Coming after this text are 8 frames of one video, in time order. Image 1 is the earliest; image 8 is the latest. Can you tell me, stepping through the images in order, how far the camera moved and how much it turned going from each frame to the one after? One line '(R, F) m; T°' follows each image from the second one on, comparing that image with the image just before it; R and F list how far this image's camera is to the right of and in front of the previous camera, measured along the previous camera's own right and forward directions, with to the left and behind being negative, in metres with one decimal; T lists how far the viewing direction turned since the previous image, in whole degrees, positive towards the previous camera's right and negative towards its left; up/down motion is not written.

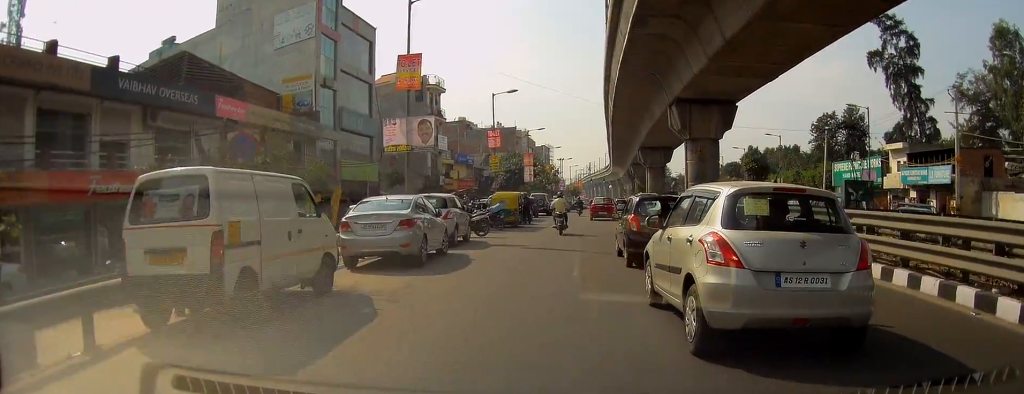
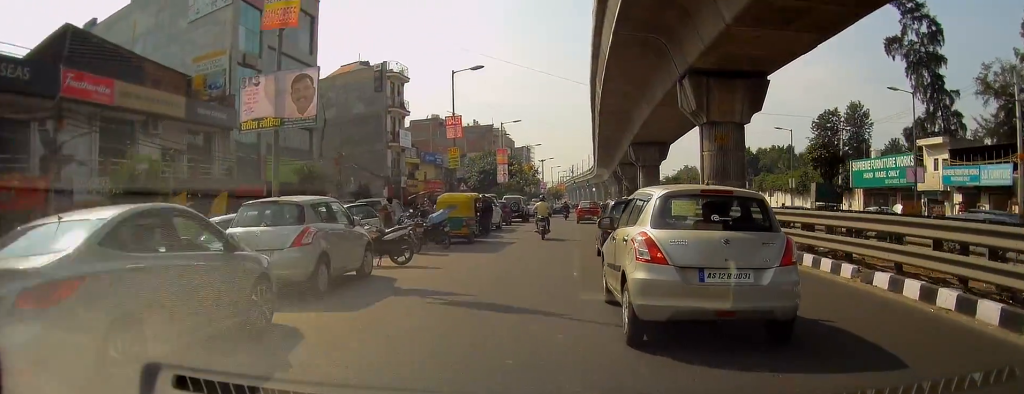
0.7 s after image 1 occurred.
(+0.2, +9.0) m; +2°
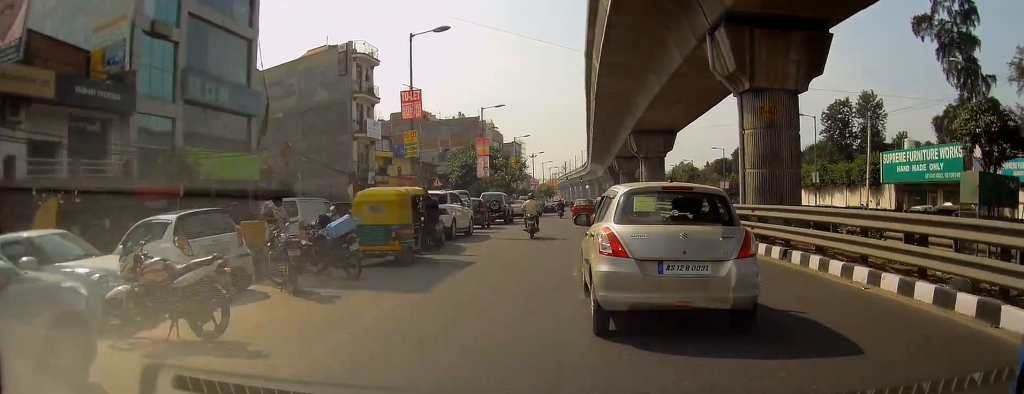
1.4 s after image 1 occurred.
(+0.1, +7.6) m; +2°
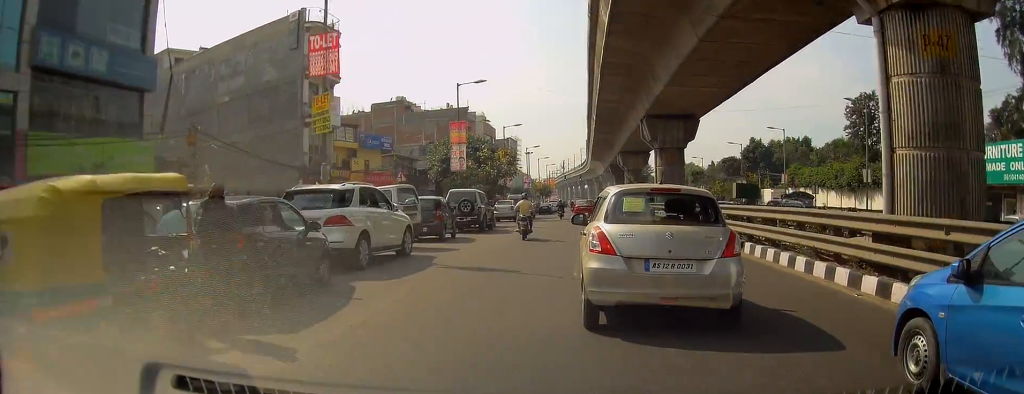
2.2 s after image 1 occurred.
(+0.1, +9.4) m; +2°
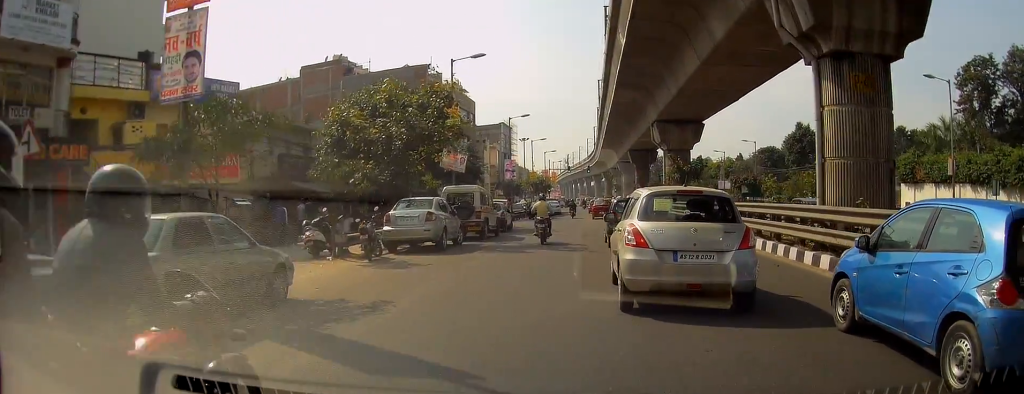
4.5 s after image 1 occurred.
(+0.3, +25.9) m; 0°
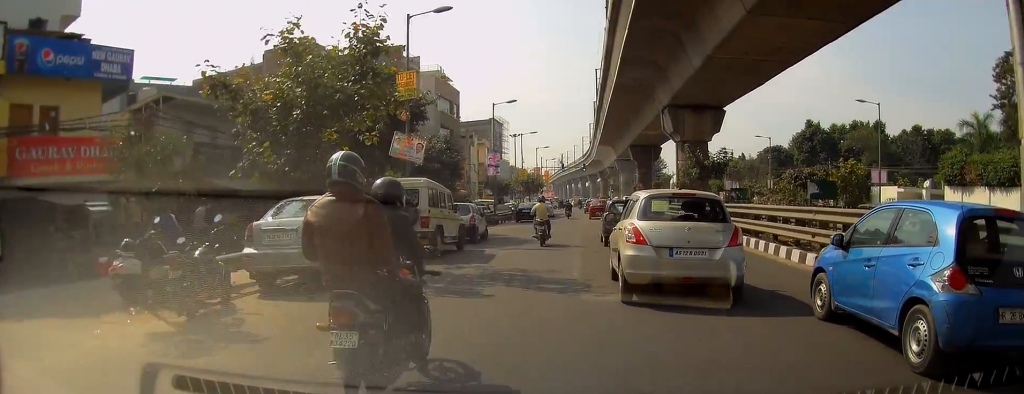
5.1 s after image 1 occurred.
(-0.1, +7.3) m; 0°
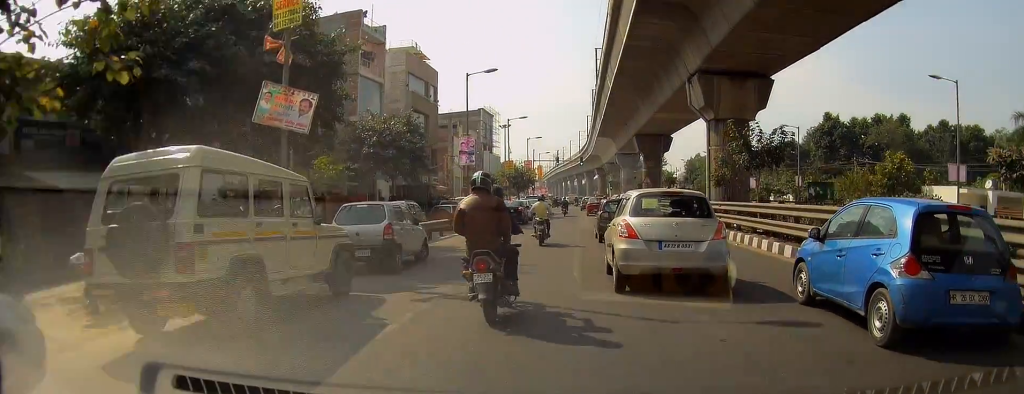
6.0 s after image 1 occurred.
(+0.1, +9.2) m; +1°
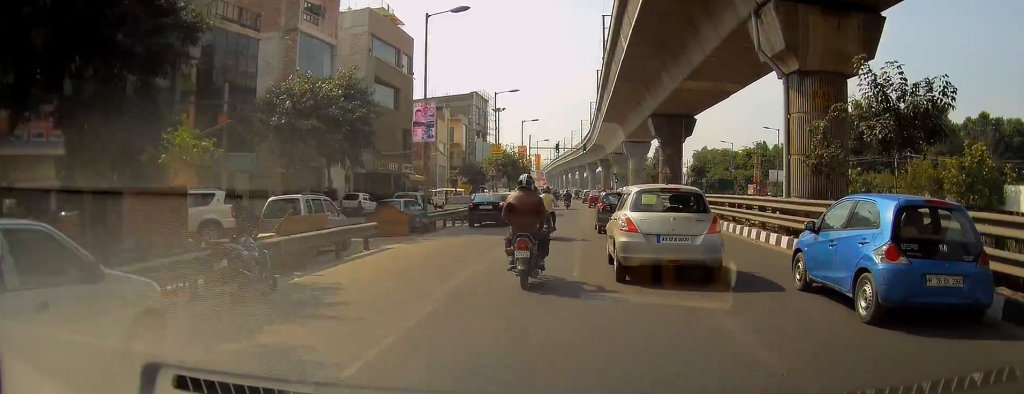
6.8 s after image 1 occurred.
(+0.2, +9.6) m; +1°
